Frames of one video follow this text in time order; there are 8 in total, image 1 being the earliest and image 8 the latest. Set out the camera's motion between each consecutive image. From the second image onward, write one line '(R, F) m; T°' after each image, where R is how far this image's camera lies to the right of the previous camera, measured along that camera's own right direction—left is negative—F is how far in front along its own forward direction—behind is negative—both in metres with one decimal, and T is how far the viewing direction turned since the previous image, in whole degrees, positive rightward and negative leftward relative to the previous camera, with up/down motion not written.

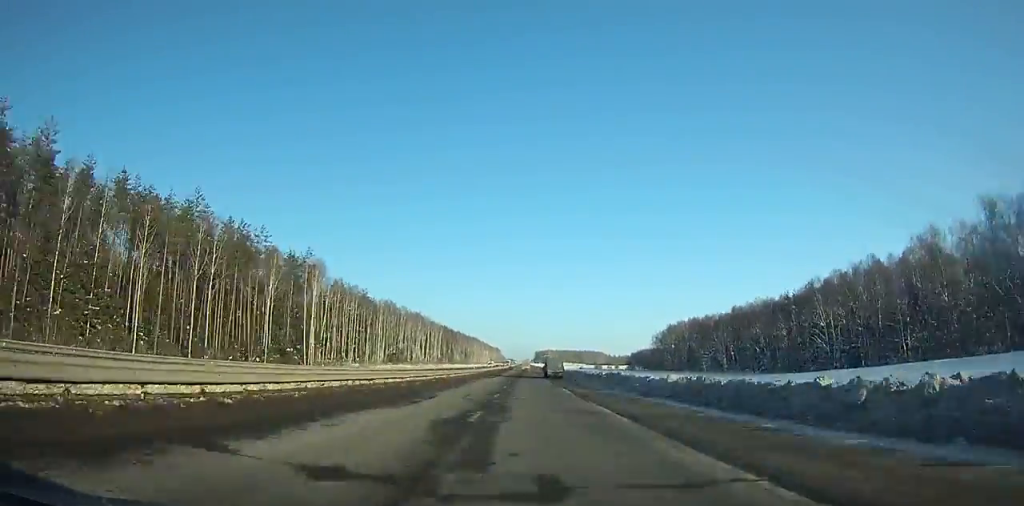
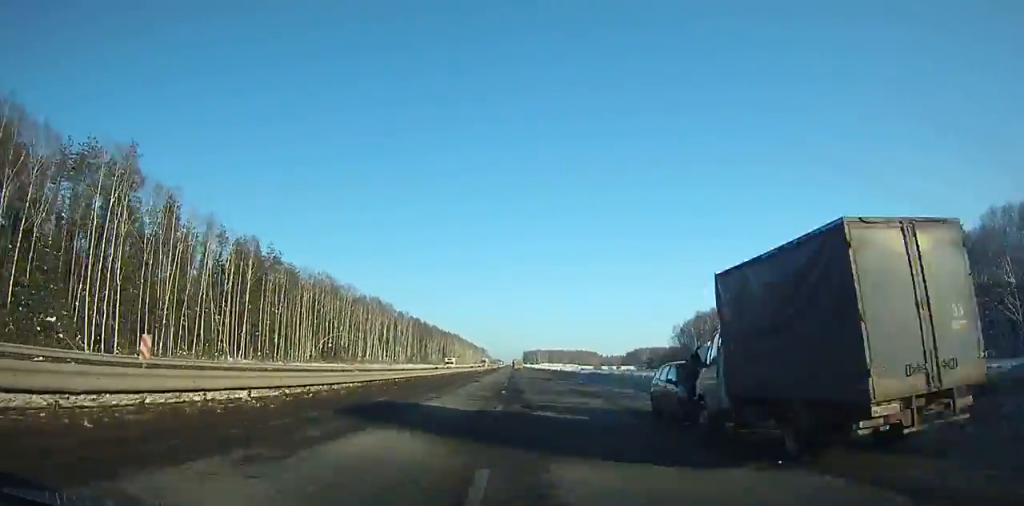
(+0.6, +74.3) m; 0°
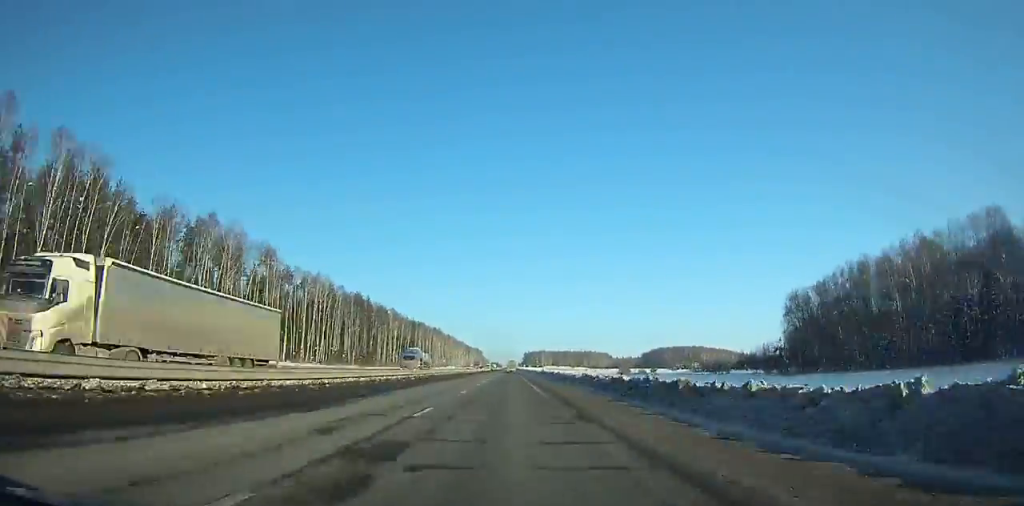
(-0.3, +124.6) m; 0°
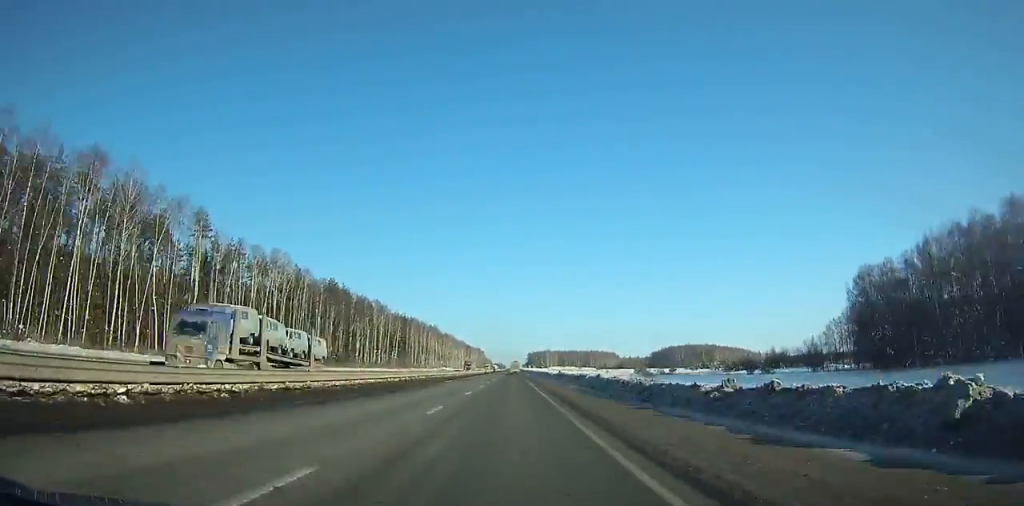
(-0.1, +34.0) m; 0°
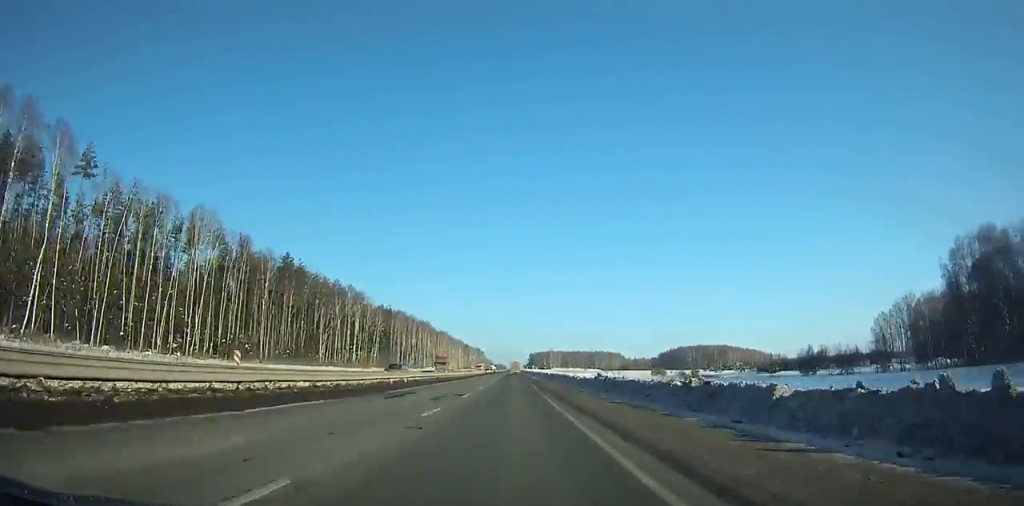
(-0.1, +37.1) m; 0°
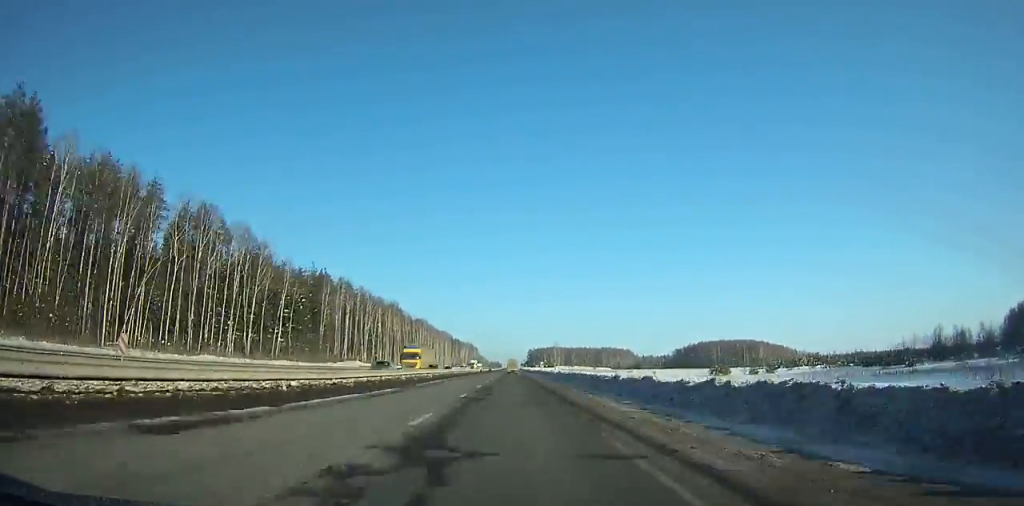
(-0.1, +85.2) m; 0°
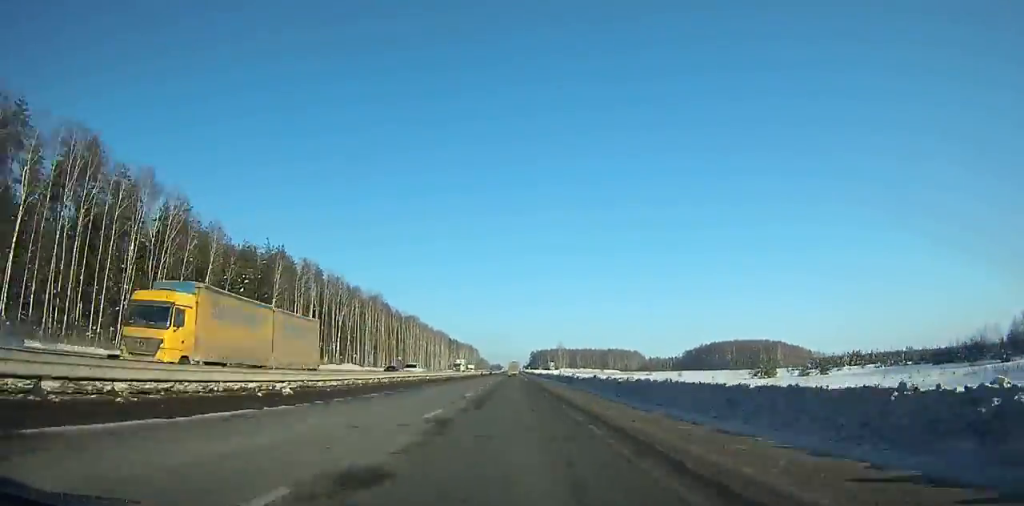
(0.0, +34.4) m; 0°
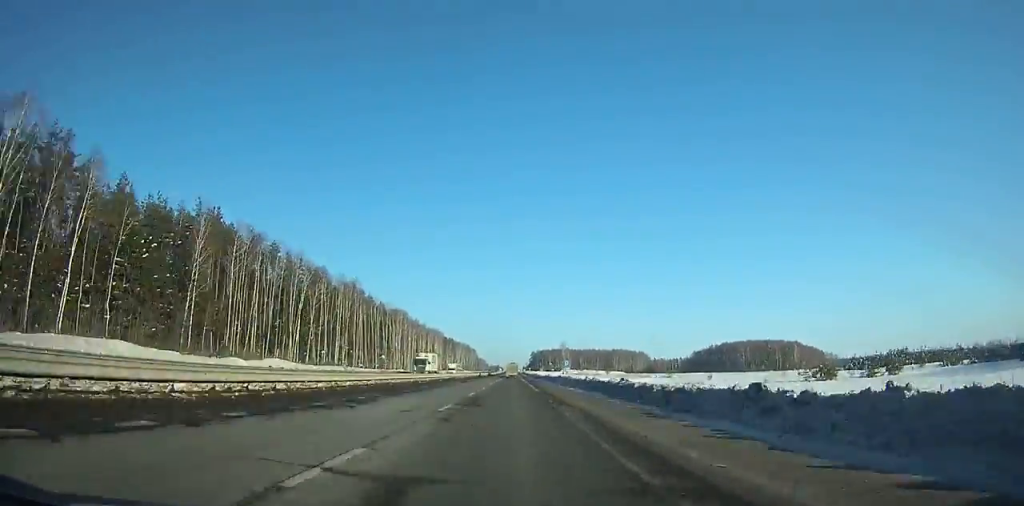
(+0.1, +32.2) m; 0°
